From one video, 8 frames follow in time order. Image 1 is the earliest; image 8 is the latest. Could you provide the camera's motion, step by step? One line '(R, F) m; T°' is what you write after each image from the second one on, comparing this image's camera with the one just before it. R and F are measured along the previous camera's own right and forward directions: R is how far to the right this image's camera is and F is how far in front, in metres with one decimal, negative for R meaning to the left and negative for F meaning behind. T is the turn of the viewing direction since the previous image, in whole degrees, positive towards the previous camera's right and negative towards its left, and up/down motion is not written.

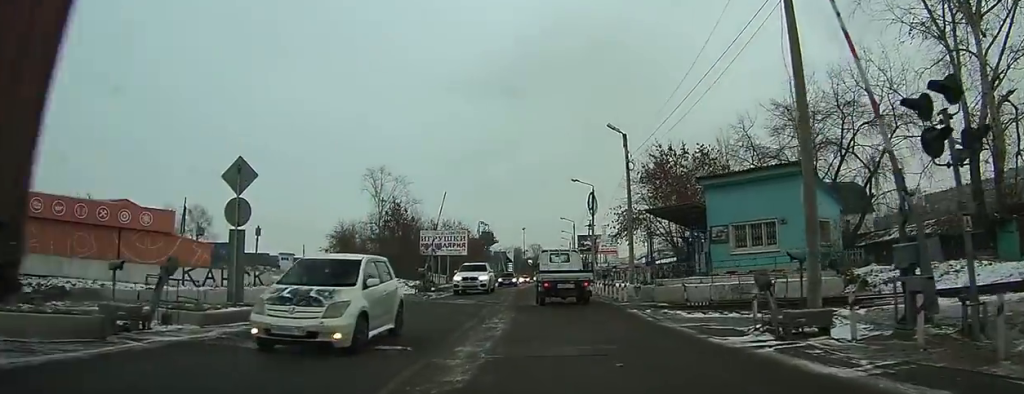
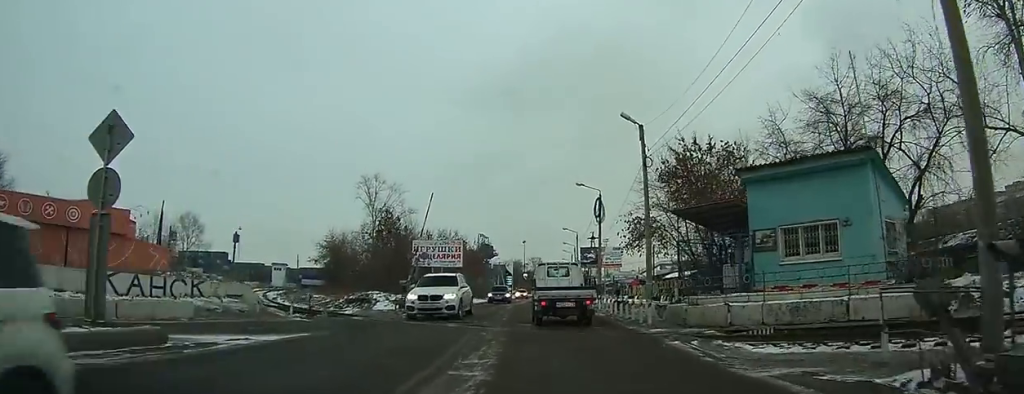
(+0.1, +4.6) m; +1°
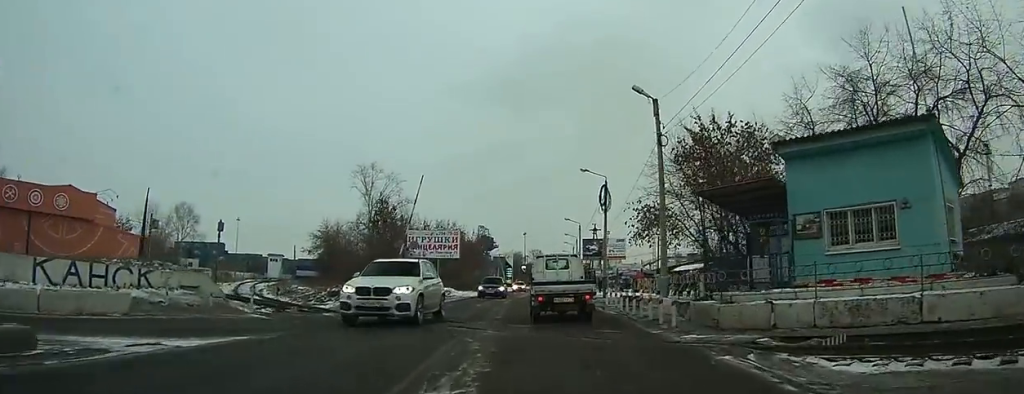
(0.0, +3.0) m; 0°
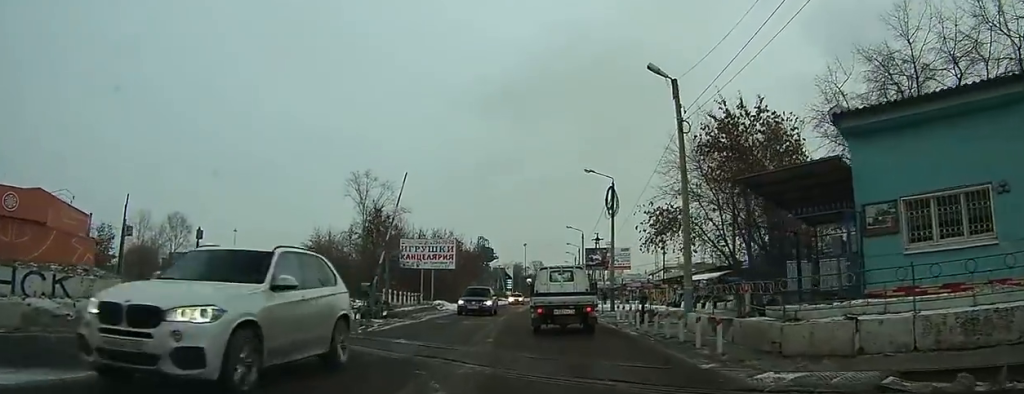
(0.0, +3.6) m; -3°
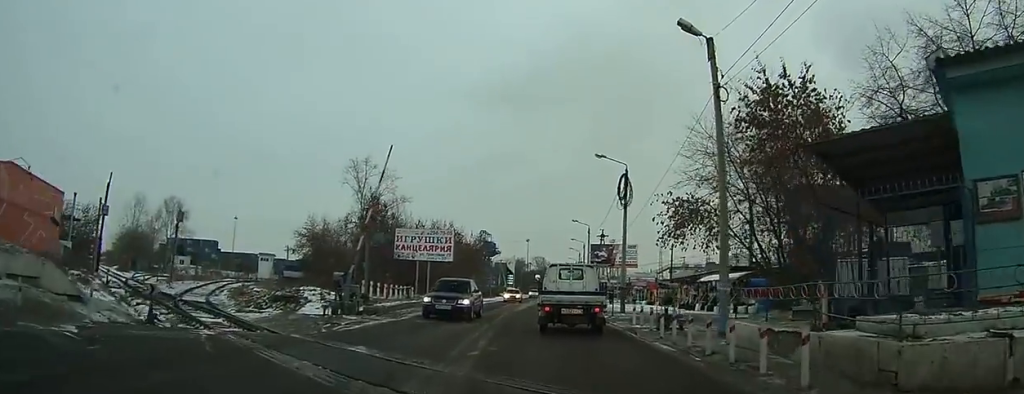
(-0.1, +3.6) m; -3°
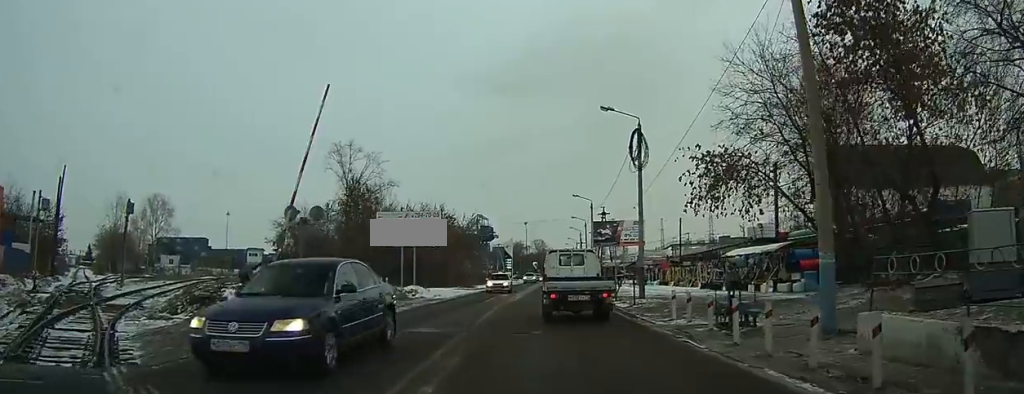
(-0.2, +5.9) m; -2°
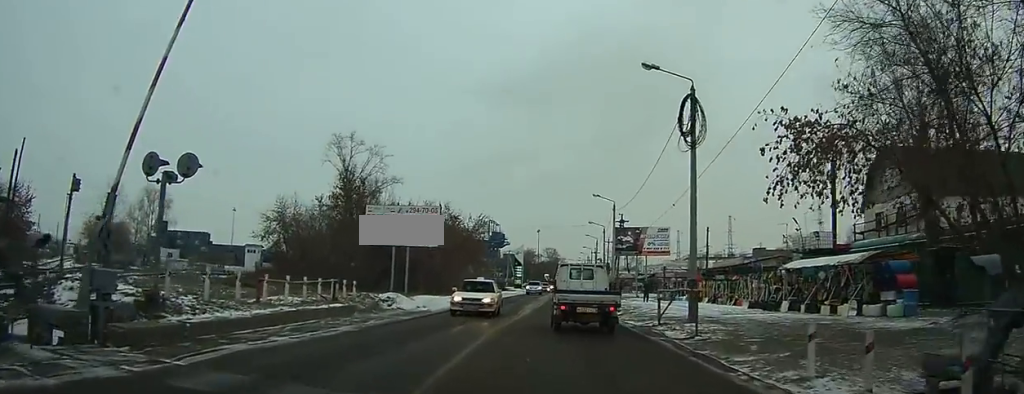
(0.0, +7.0) m; -1°
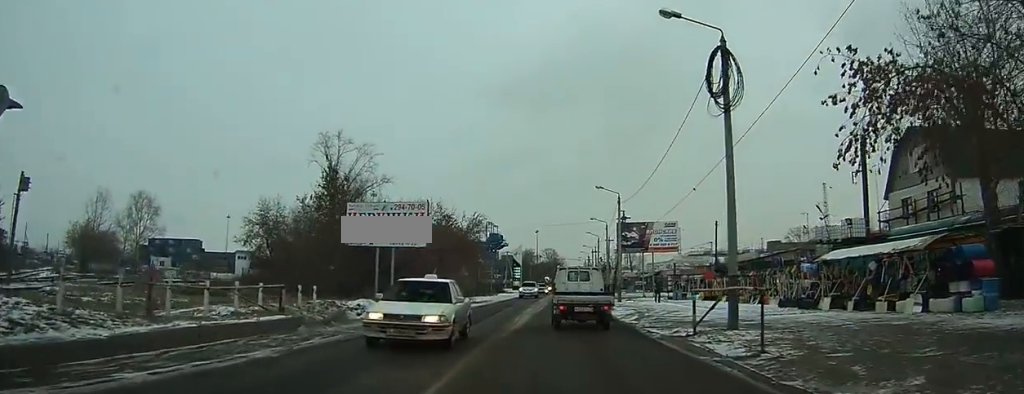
(0.0, +4.3) m; +1°
